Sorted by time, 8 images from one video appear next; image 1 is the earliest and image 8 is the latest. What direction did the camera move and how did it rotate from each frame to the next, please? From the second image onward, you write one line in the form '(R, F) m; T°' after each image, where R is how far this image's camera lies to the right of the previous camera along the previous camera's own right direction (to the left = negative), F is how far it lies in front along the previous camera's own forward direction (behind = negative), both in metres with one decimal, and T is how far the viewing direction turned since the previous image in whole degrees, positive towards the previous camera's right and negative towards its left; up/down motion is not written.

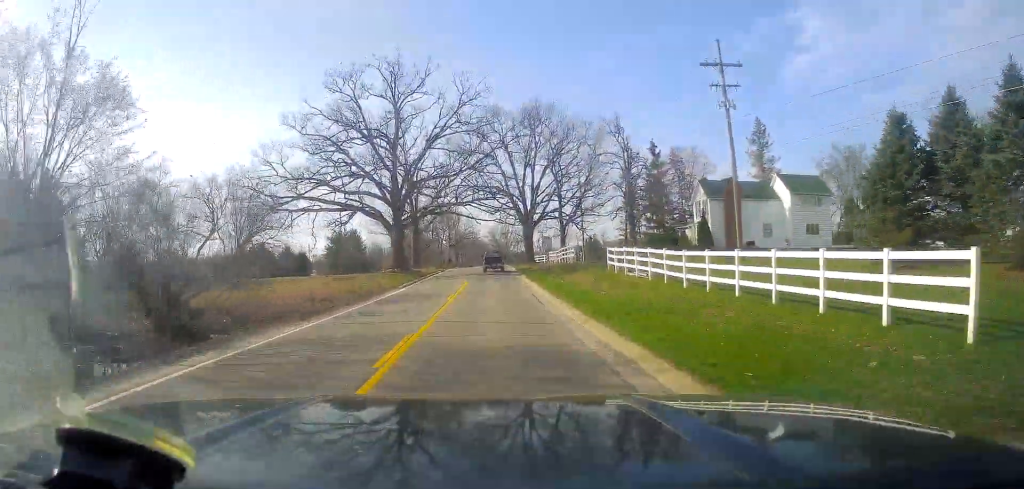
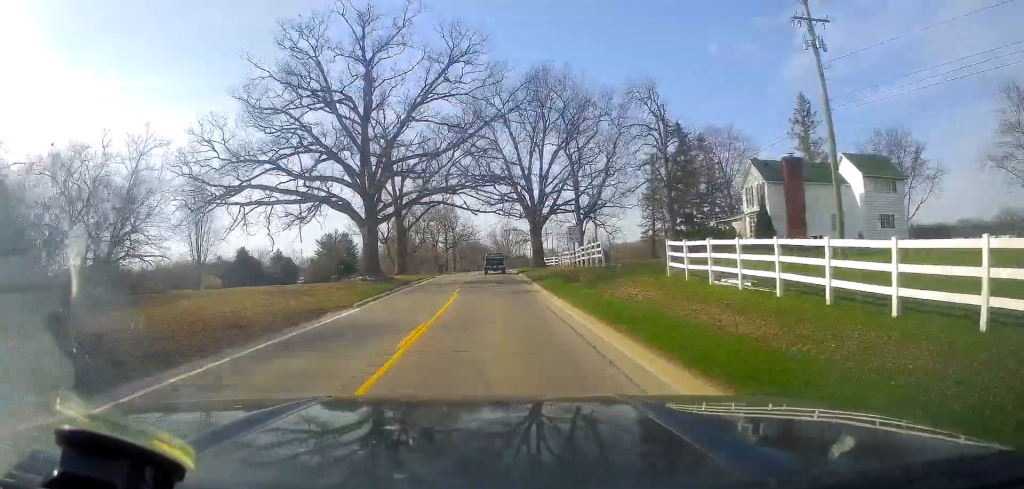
(0.0, +12.7) m; 0°
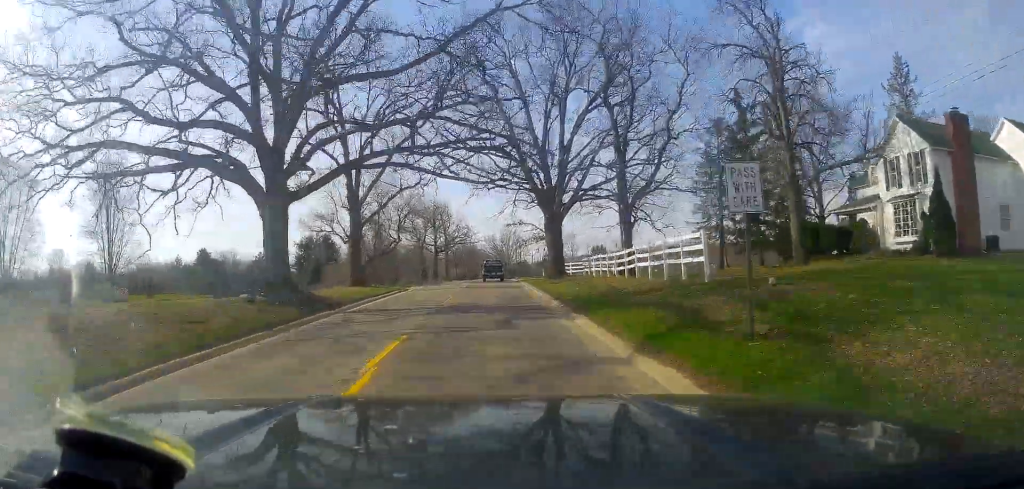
(+0.2, +19.7) m; +1°
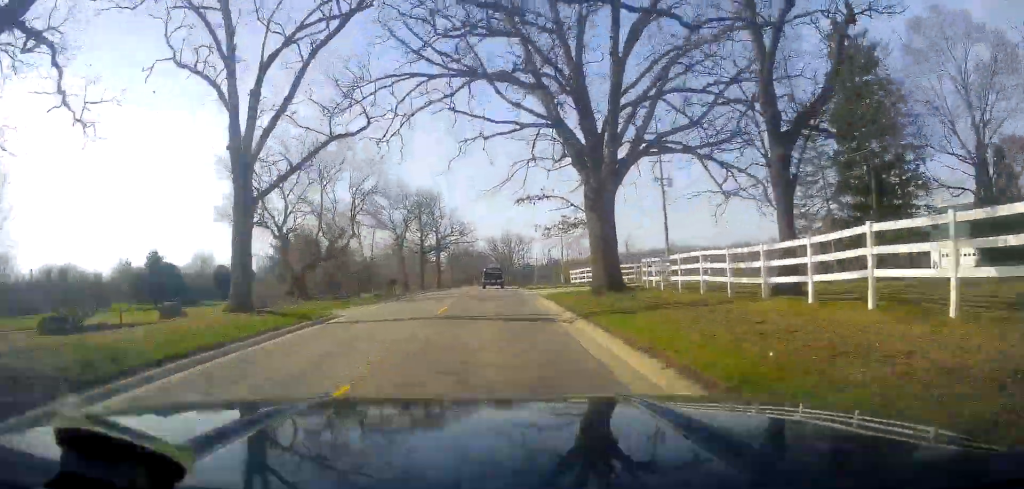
(0.0, +19.6) m; -1°
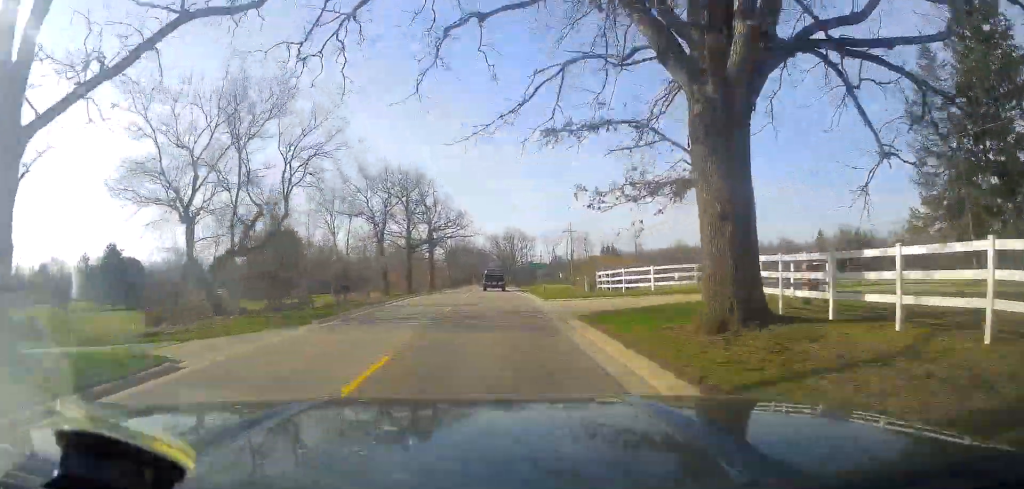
(-0.2, +13.5) m; 0°
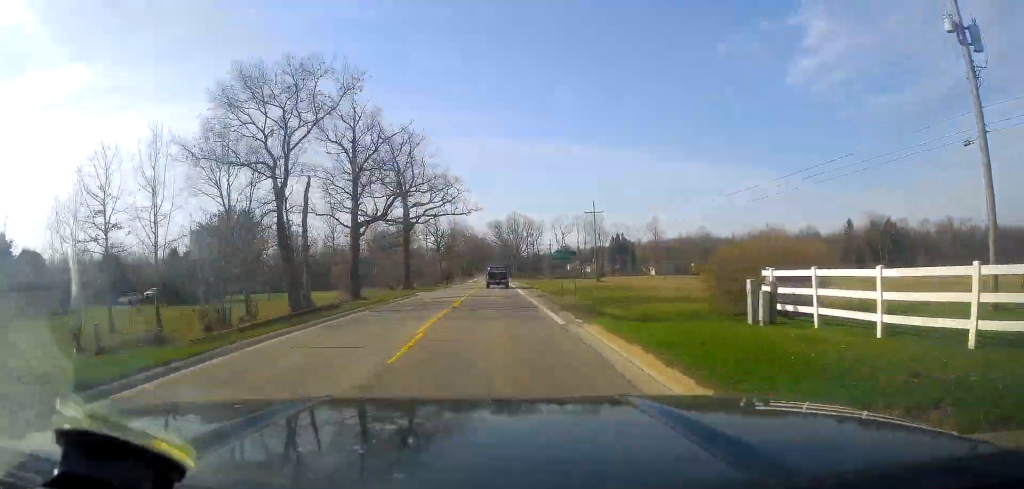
(-0.3, +26.4) m; 0°
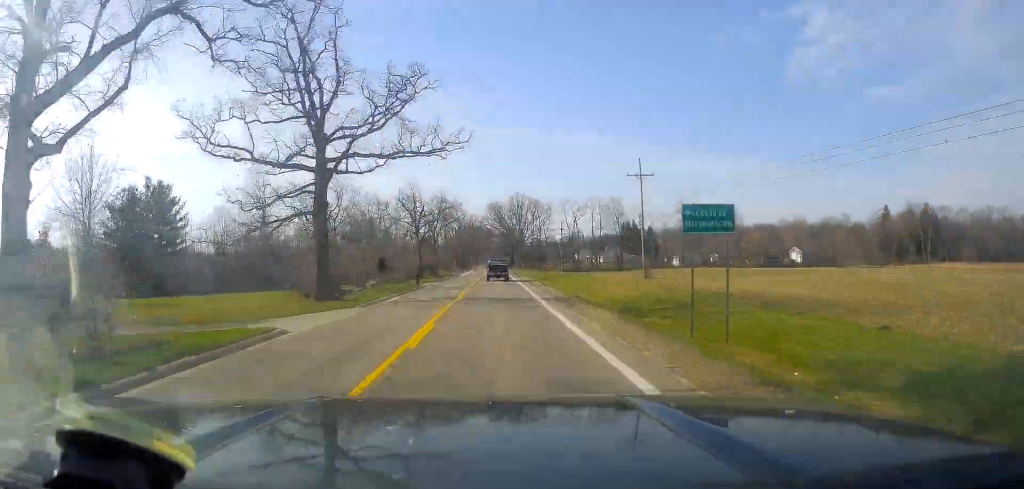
(-0.1, +30.4) m; -1°
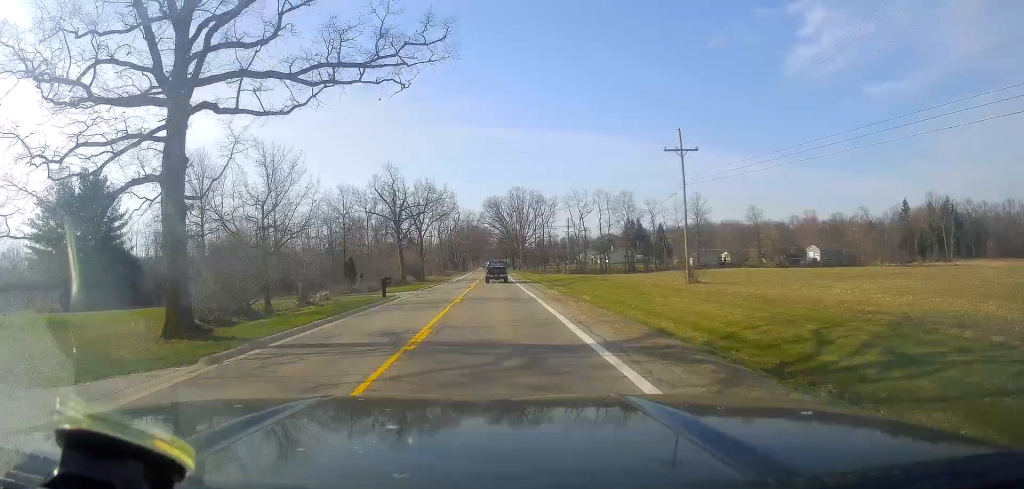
(-0.1, +15.1) m; 0°
